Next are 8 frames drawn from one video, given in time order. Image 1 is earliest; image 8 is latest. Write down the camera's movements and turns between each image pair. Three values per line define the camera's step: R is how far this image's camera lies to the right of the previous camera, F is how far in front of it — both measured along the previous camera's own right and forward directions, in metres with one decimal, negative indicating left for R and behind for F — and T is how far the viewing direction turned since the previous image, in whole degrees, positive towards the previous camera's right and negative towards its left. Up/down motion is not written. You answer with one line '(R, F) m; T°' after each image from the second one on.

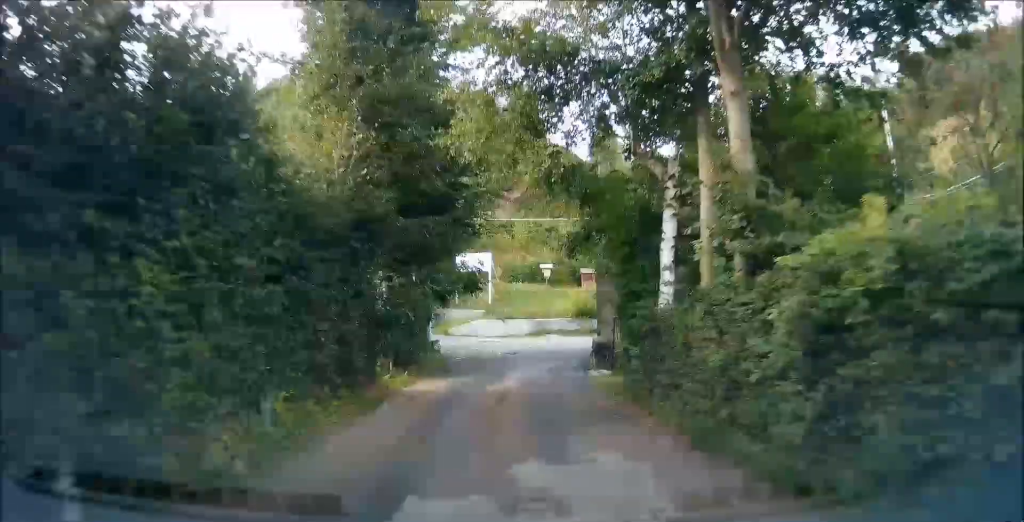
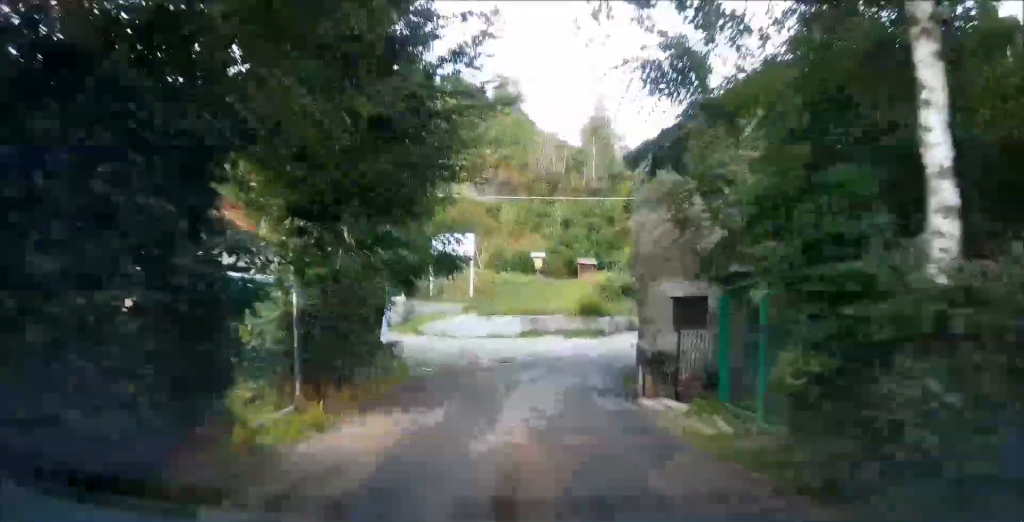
(0.0, +6.5) m; +3°
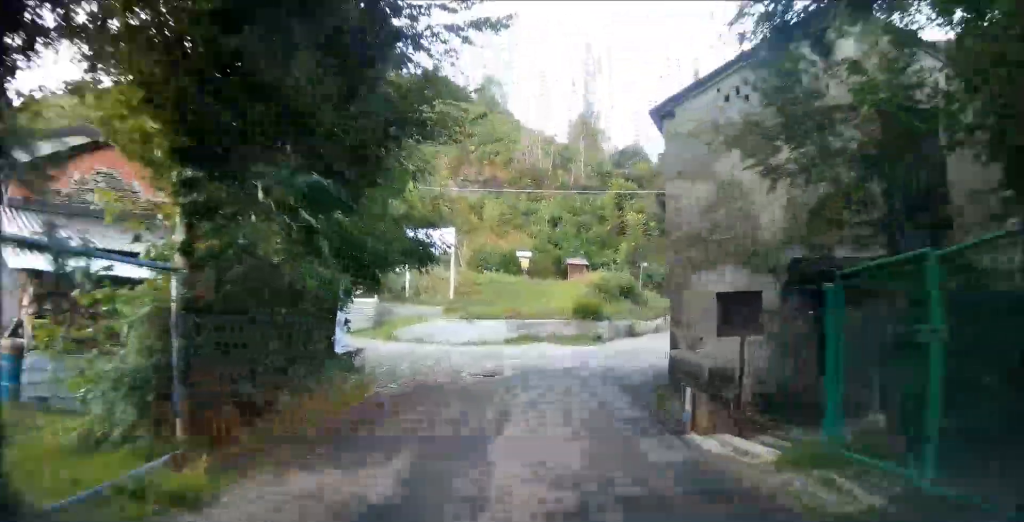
(+0.1, +3.1) m; +3°
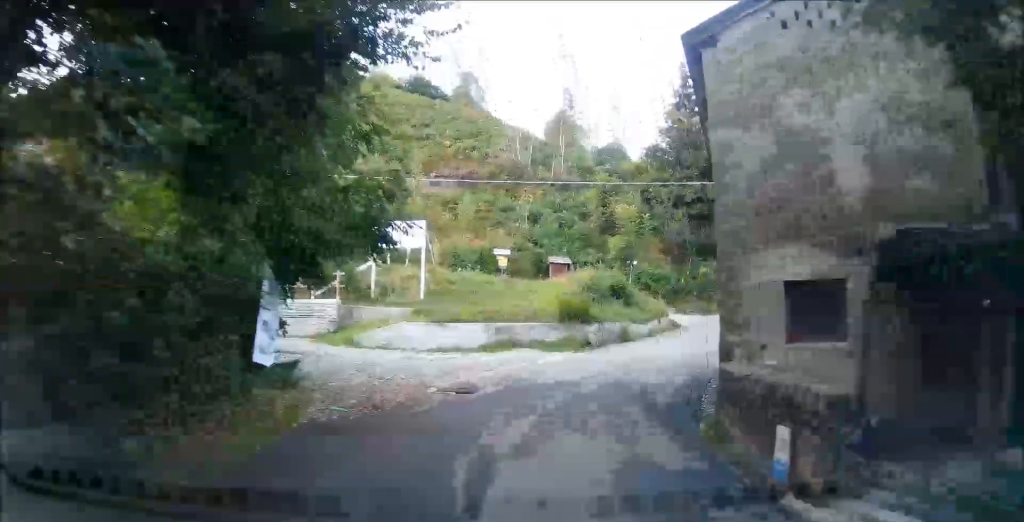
(+0.1, +2.9) m; +3°
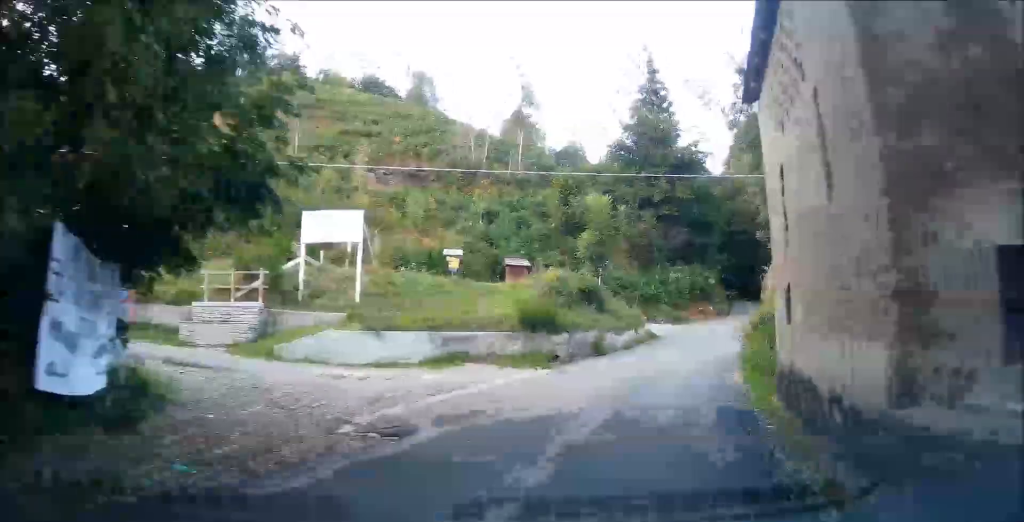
(+0.1, +3.8) m; +3°
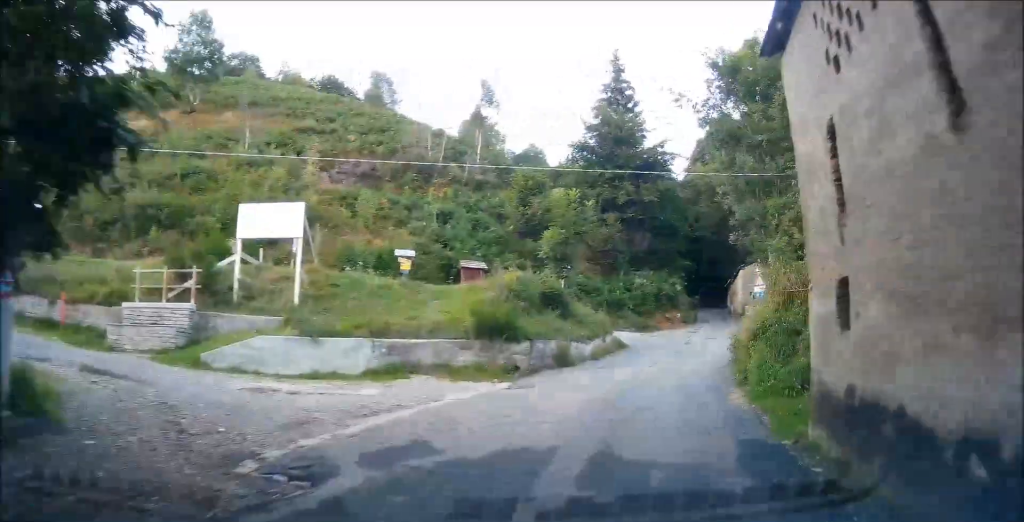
(0.0, +2.1) m; +2°
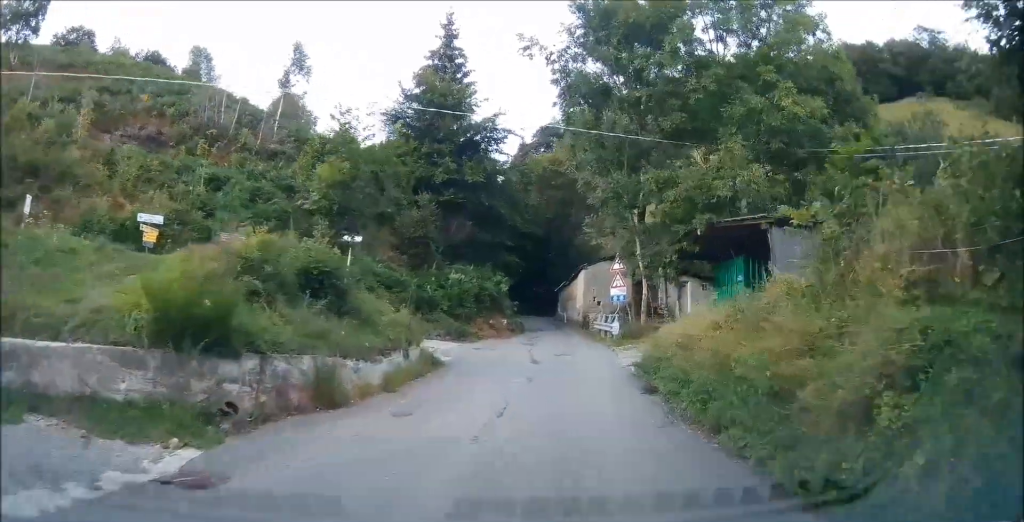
(+1.0, +8.5) m; +17°
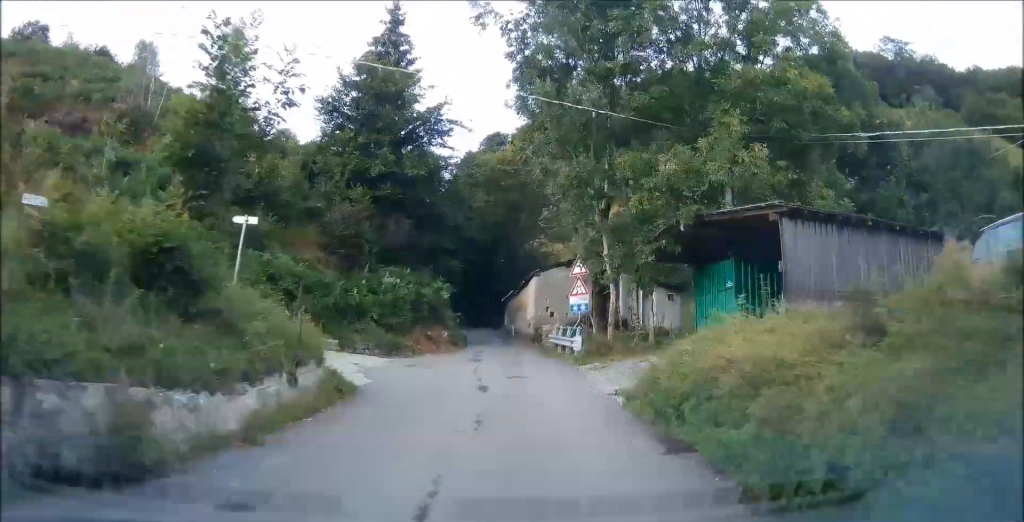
(+0.4, +4.0) m; +5°
